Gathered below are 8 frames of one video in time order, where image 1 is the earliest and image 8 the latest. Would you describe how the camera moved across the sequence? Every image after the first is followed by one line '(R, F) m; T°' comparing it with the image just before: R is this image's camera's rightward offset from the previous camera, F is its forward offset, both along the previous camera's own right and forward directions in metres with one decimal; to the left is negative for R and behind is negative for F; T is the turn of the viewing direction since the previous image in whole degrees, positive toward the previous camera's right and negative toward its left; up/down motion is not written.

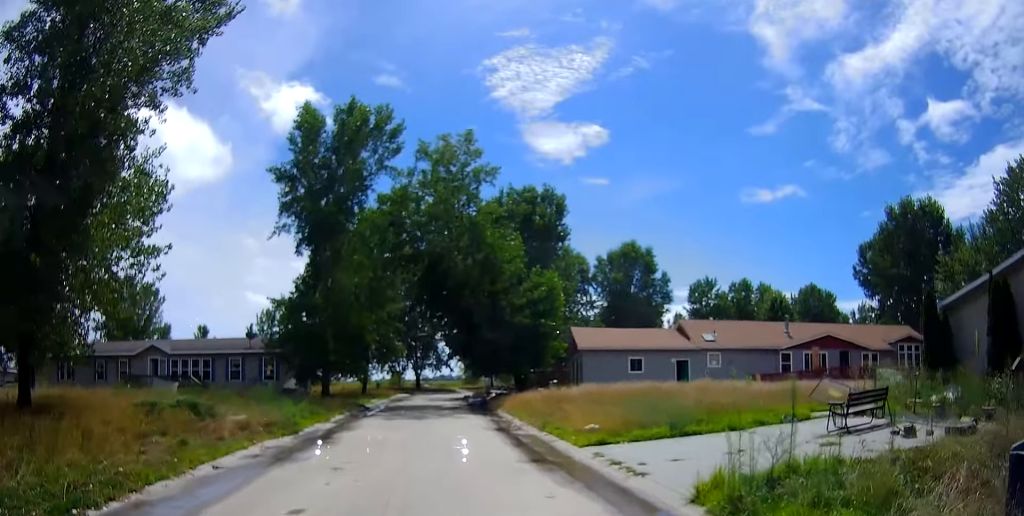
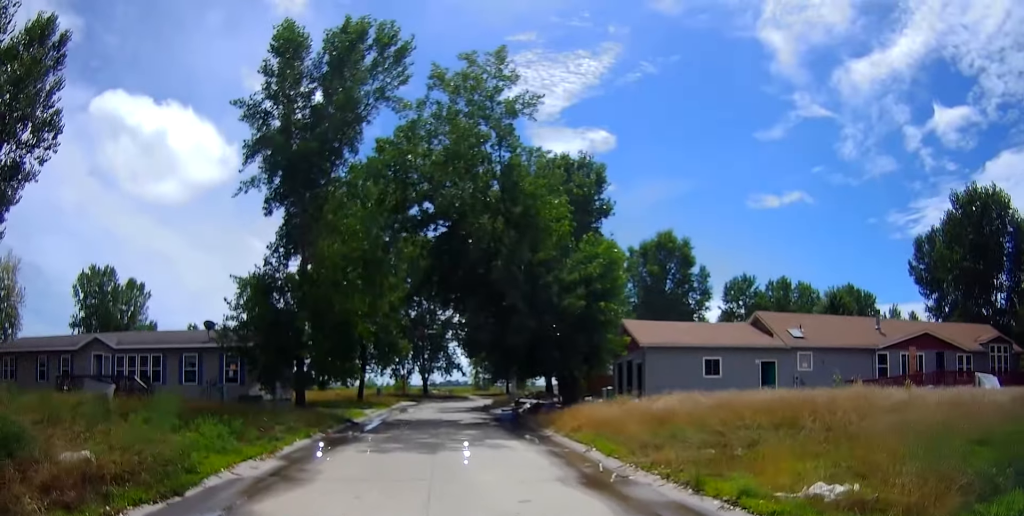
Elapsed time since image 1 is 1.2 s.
(0.0, +10.0) m; -1°
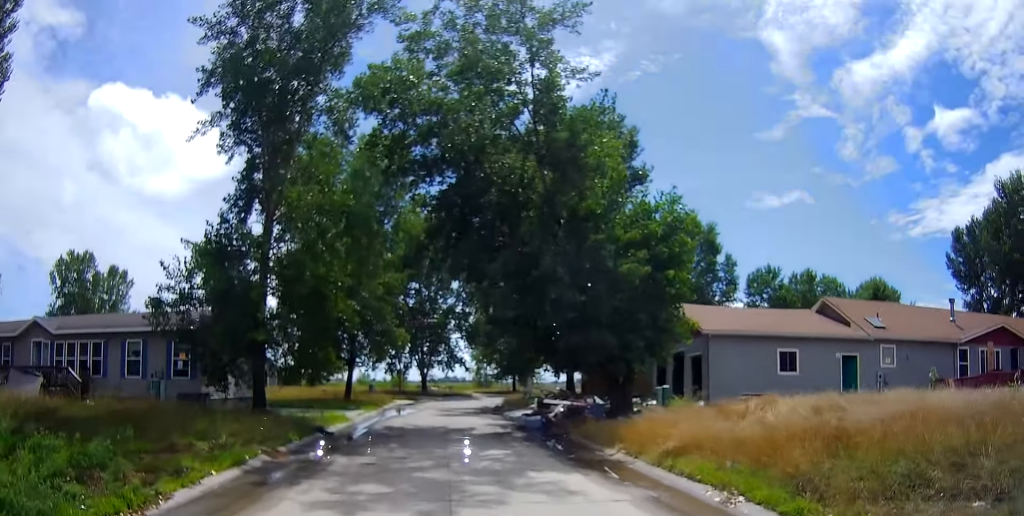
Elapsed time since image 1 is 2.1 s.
(0.0, +6.8) m; -5°
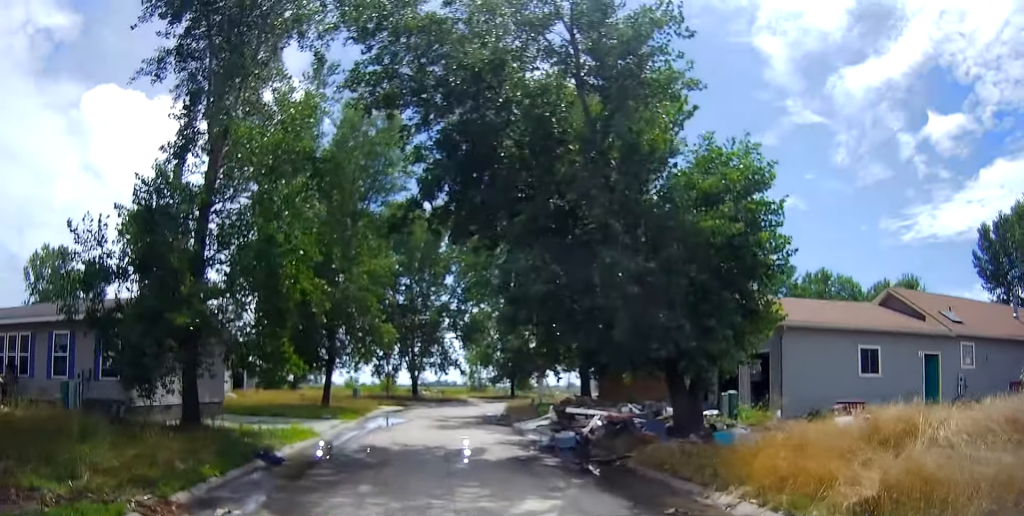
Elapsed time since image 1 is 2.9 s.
(-0.6, +5.6) m; 0°
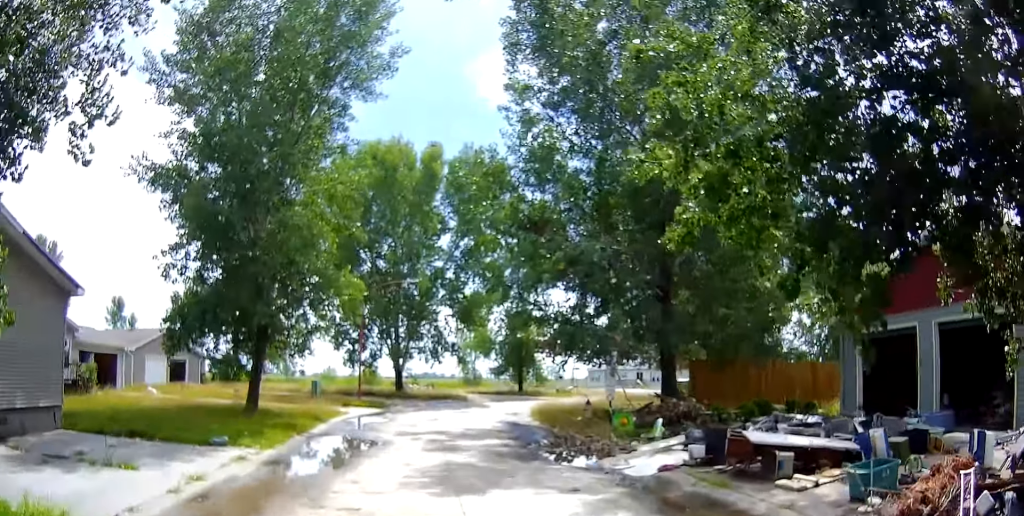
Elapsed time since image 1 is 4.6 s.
(+1.1, +13.0) m; +6°
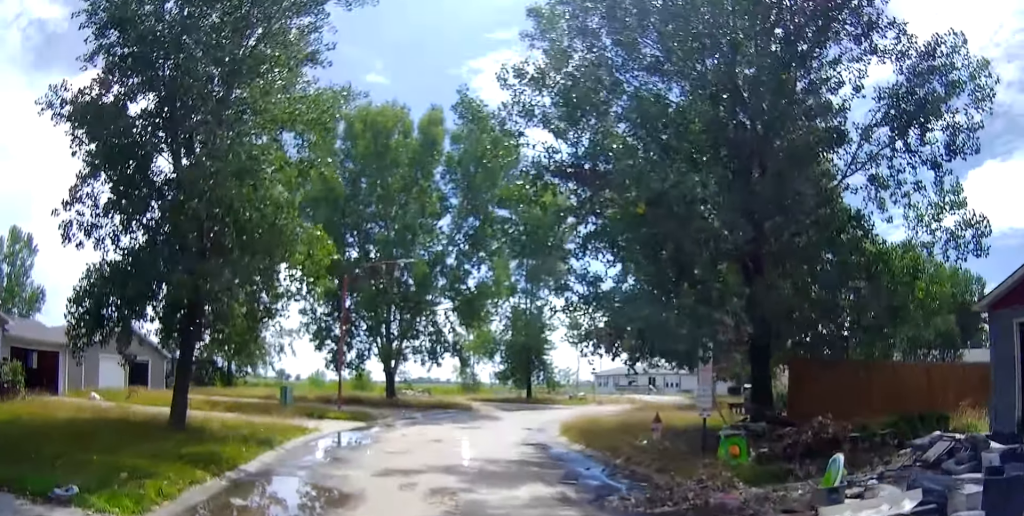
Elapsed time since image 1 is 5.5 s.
(0.0, +6.5) m; 0°
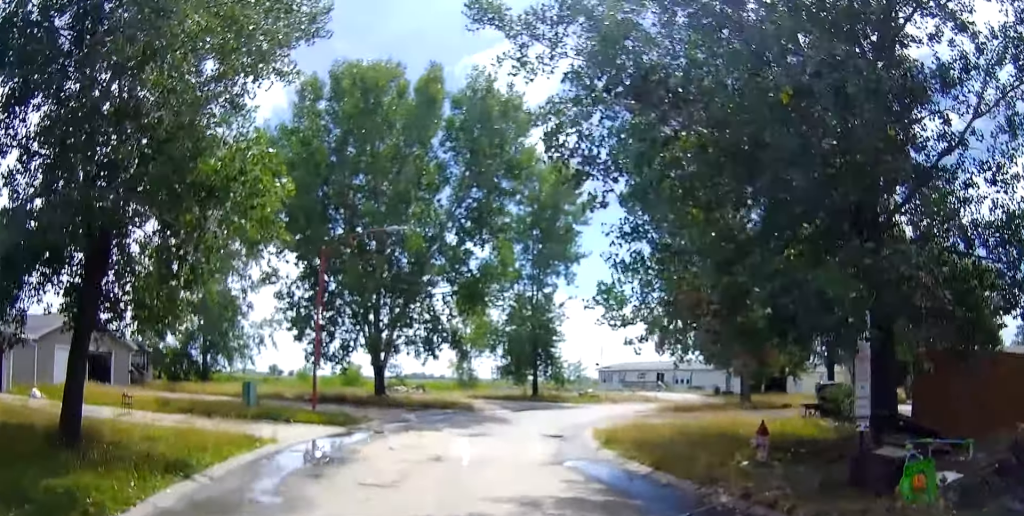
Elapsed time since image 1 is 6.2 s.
(0.0, +4.8) m; 0°
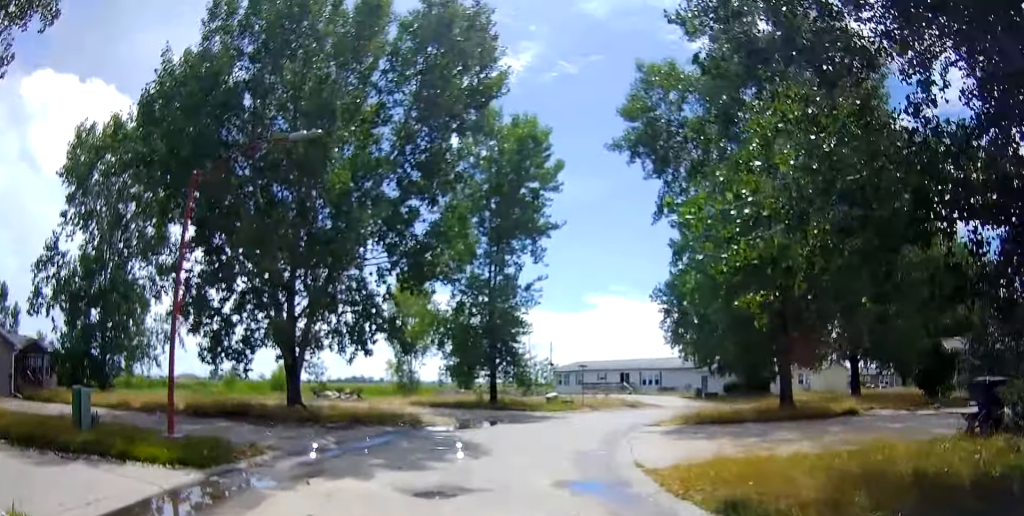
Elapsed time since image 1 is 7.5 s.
(0.0, +8.2) m; +3°
